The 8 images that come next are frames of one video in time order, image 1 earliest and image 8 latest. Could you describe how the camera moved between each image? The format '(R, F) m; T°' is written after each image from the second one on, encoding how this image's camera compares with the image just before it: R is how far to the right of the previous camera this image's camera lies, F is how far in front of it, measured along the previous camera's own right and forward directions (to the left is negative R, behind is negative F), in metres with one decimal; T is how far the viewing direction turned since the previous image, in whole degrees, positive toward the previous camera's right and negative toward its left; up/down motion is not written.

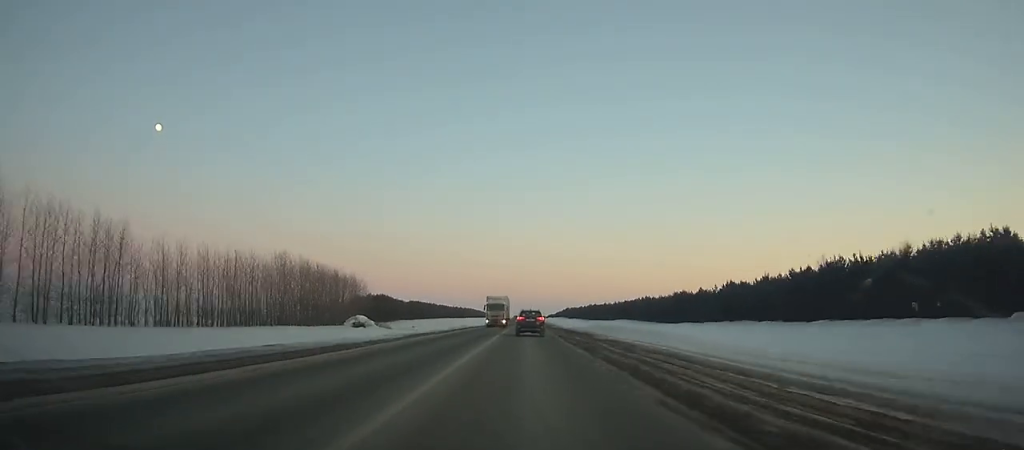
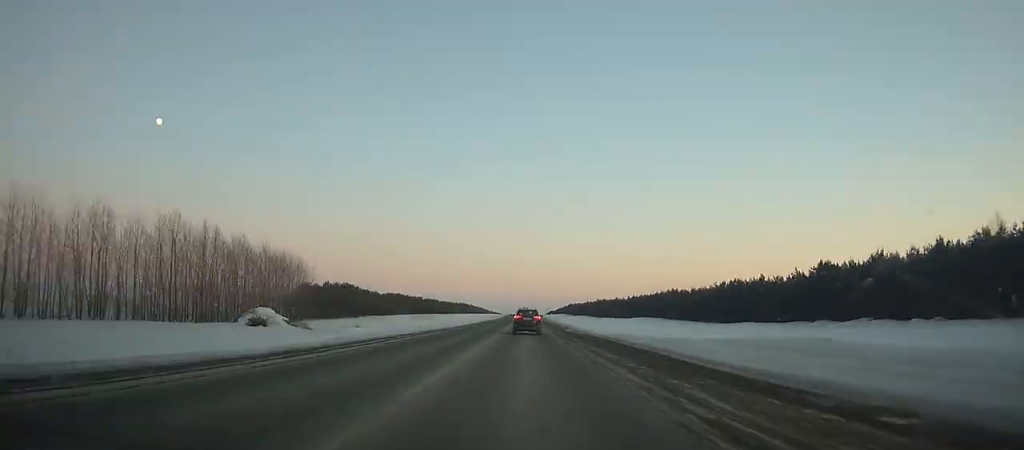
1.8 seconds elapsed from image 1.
(+0.1, +43.2) m; 0°
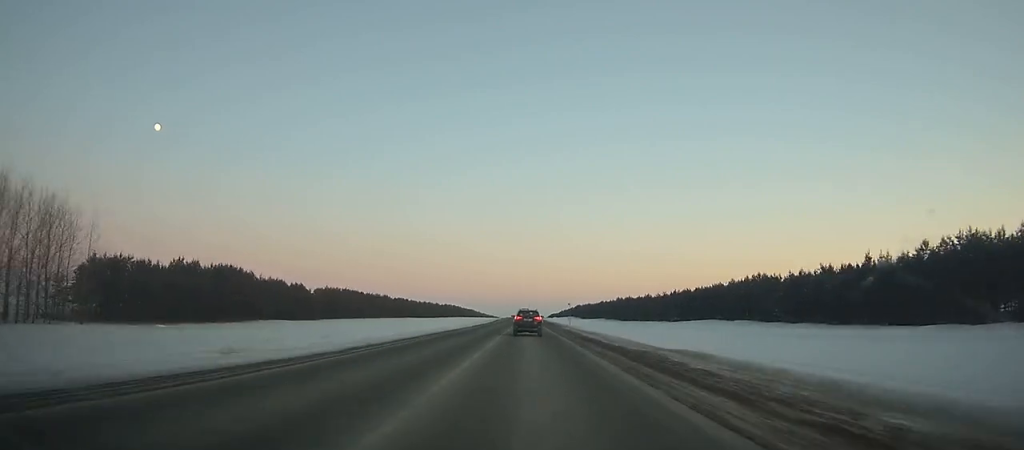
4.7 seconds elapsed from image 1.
(+0.1, +70.8) m; 0°
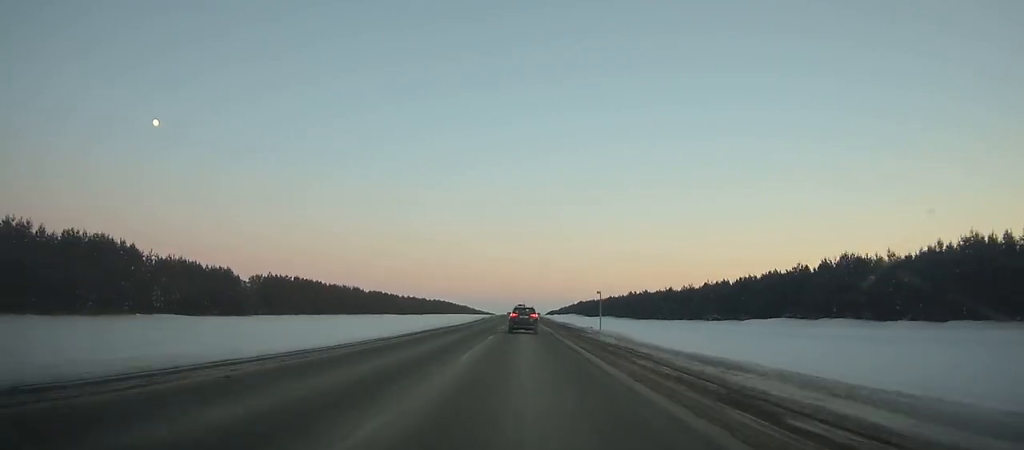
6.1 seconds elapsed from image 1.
(+0.2, +34.5) m; 0°
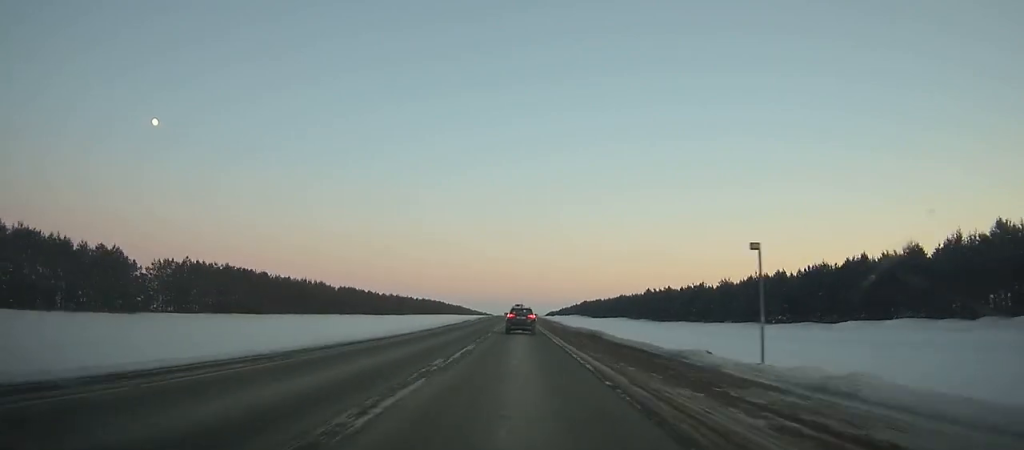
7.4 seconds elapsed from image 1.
(0.0, +32.1) m; 0°
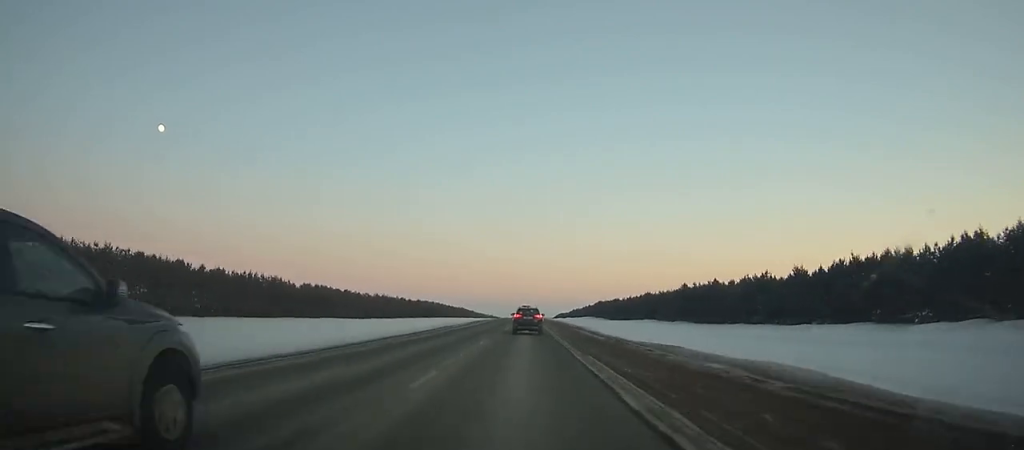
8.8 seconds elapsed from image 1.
(-0.1, +34.6) m; 0°
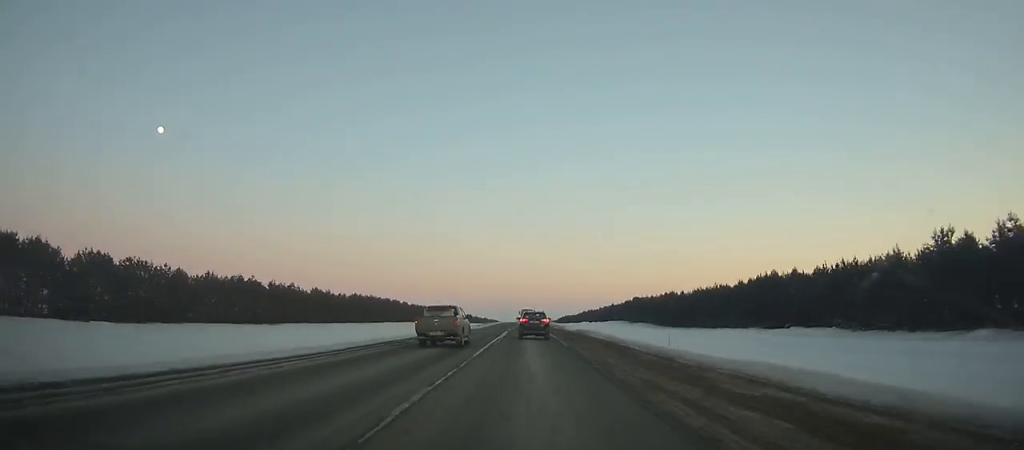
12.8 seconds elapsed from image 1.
(-0.1, +98.3) m; 0°
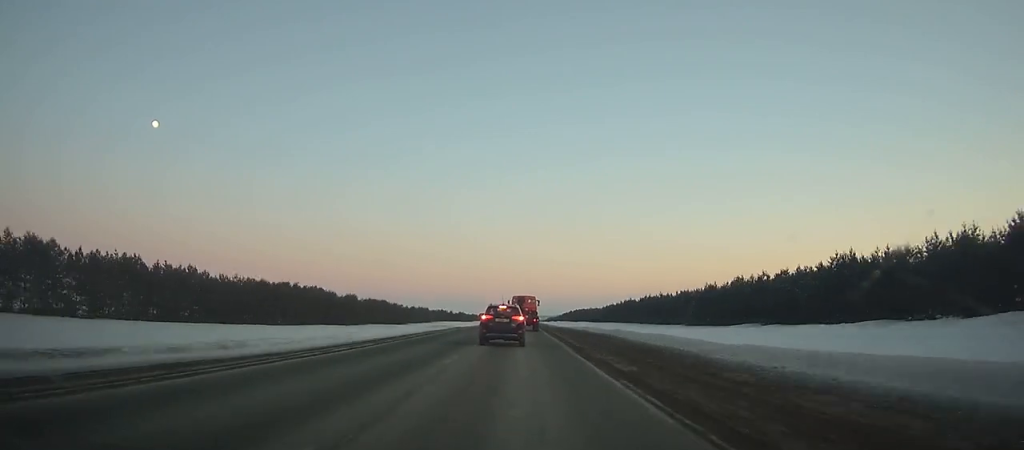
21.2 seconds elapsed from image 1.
(+0.4, +192.5) m; 0°
